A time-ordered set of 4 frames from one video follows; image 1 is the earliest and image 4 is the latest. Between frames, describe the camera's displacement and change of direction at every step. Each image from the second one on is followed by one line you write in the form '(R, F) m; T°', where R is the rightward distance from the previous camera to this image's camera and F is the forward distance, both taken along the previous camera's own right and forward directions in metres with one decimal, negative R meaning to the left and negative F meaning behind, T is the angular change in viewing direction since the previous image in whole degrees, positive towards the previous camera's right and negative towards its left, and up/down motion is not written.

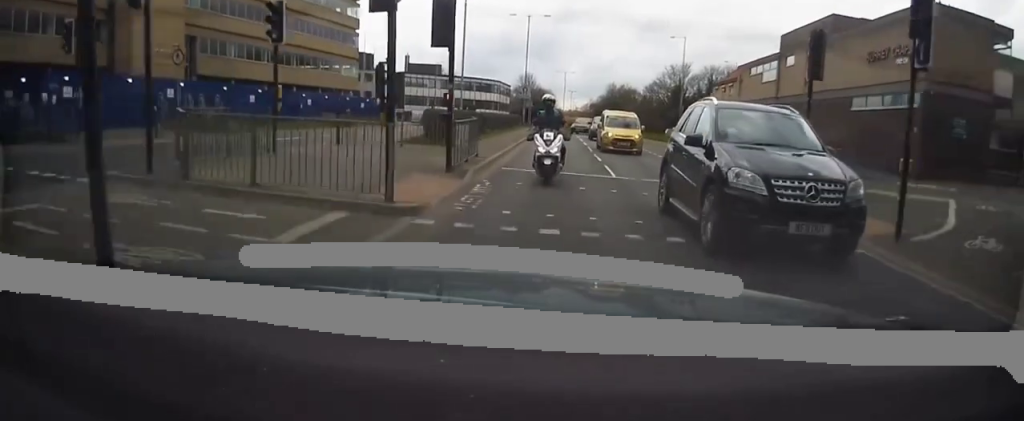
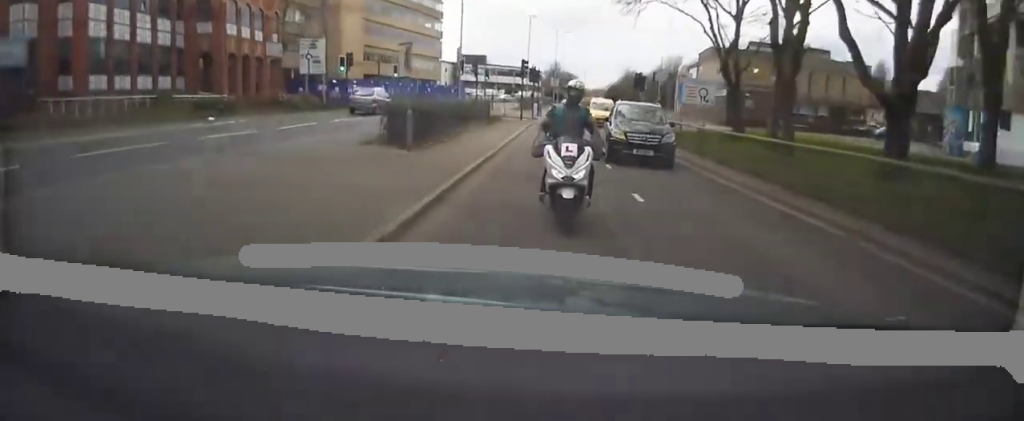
(-2.2, +37.7) m; -5°
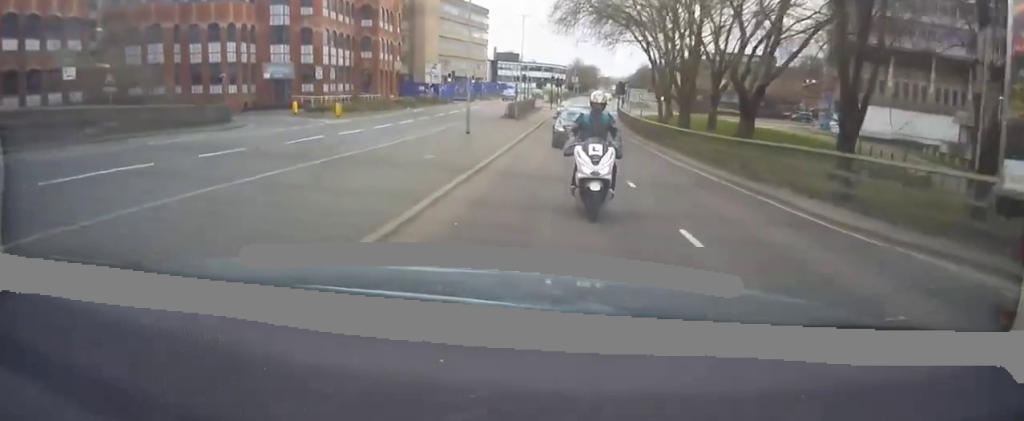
(-0.2, +33.1) m; -2°
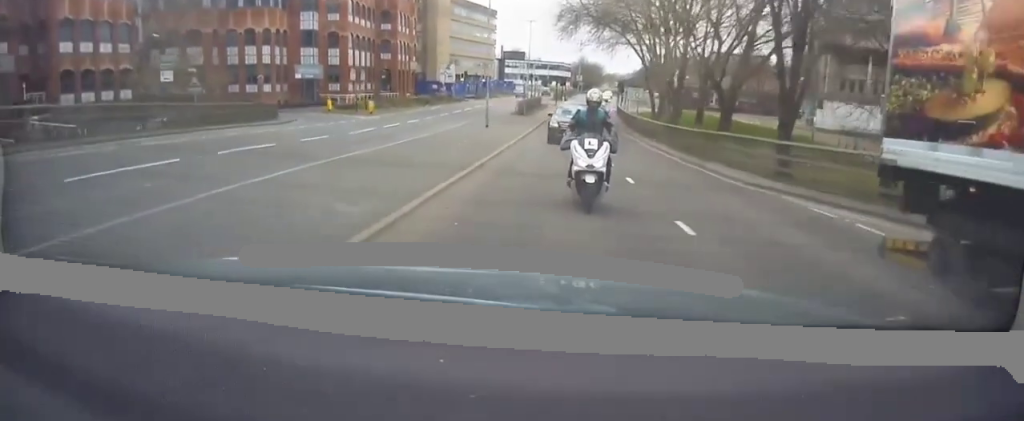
(-0.2, +5.9) m; 0°
